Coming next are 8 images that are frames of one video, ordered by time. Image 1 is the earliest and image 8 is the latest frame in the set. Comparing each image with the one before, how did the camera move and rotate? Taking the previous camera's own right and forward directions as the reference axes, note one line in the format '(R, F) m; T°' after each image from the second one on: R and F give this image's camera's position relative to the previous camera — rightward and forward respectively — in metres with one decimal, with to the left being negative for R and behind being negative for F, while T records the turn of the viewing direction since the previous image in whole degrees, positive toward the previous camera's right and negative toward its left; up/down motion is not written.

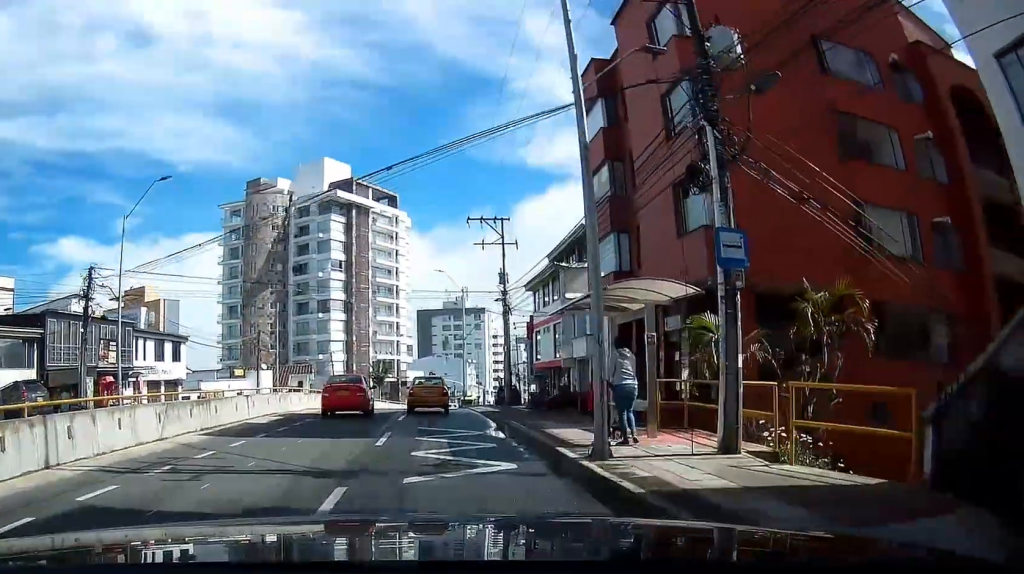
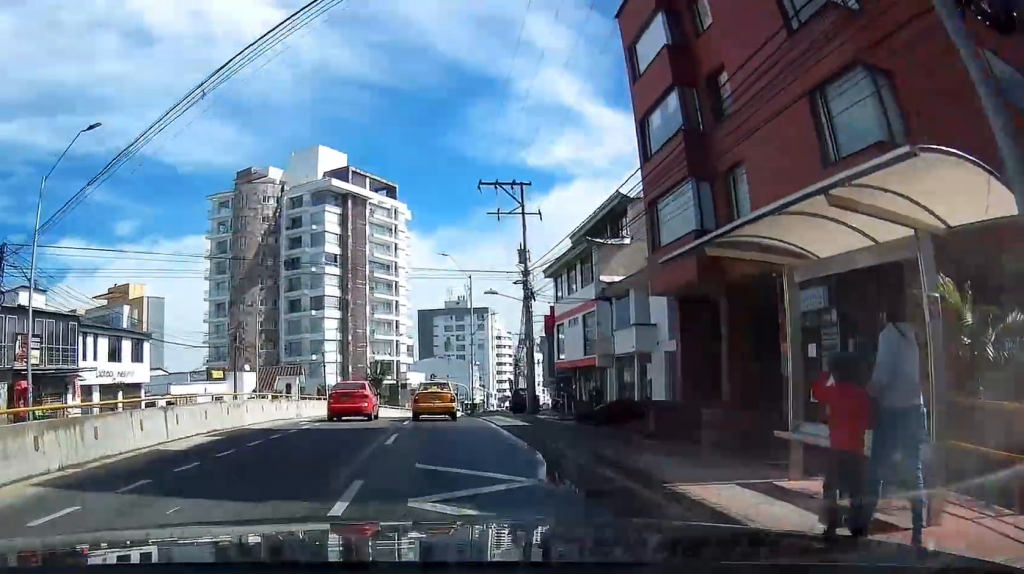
(-0.1, +6.7) m; -1°
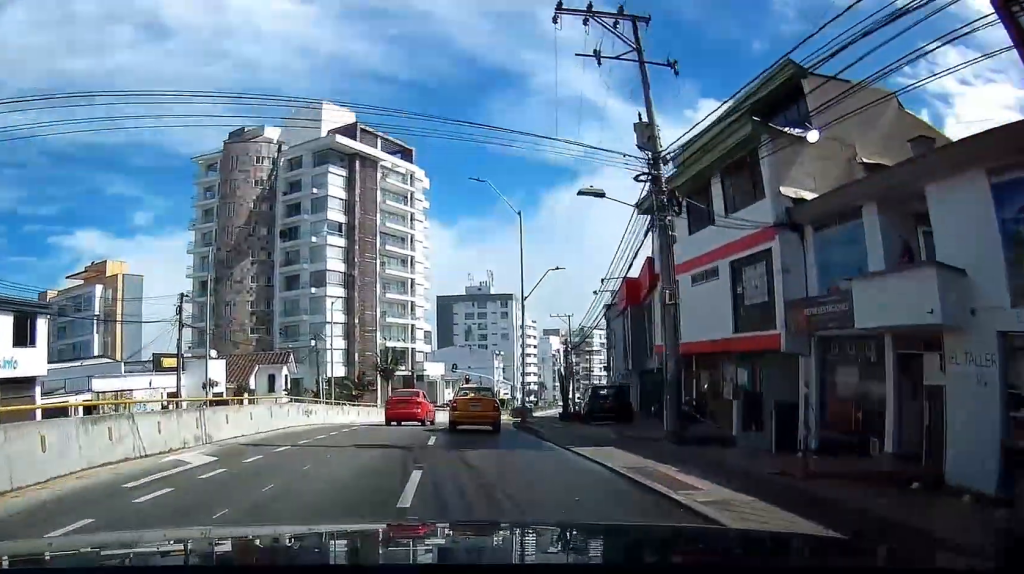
(-0.2, +14.3) m; +1°
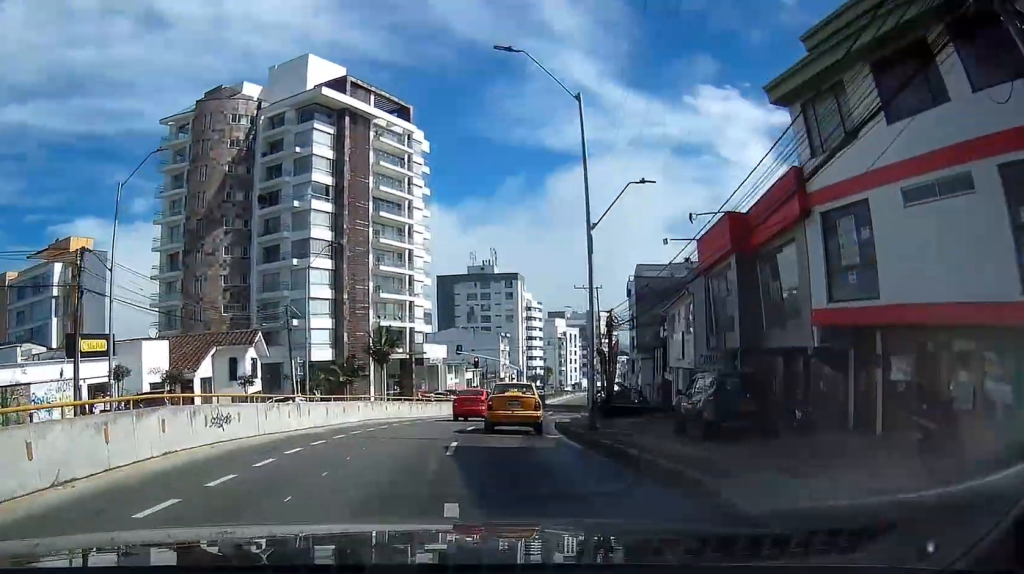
(+0.3, +11.1) m; +4°
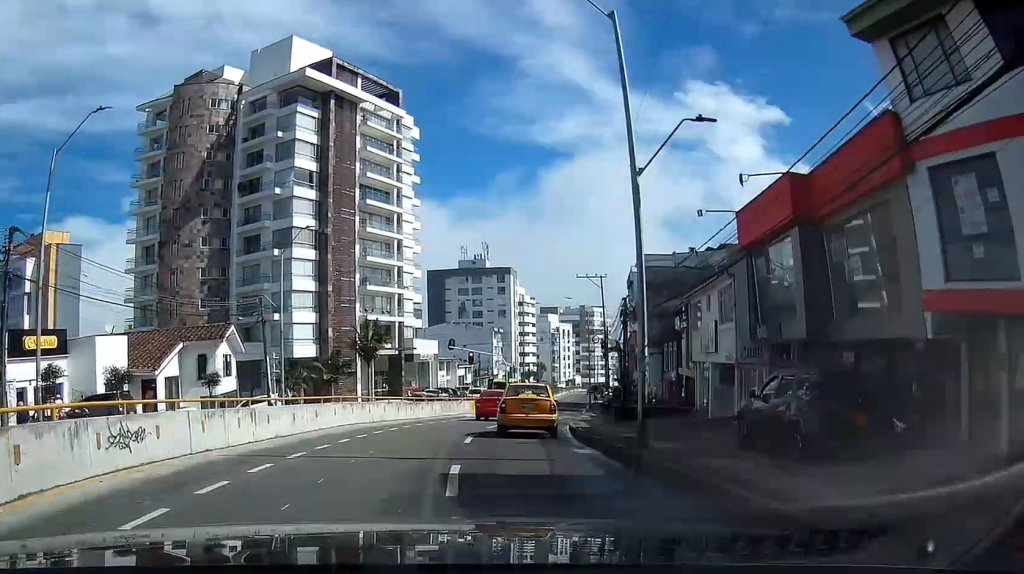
(+0.1, +4.5) m; +1°
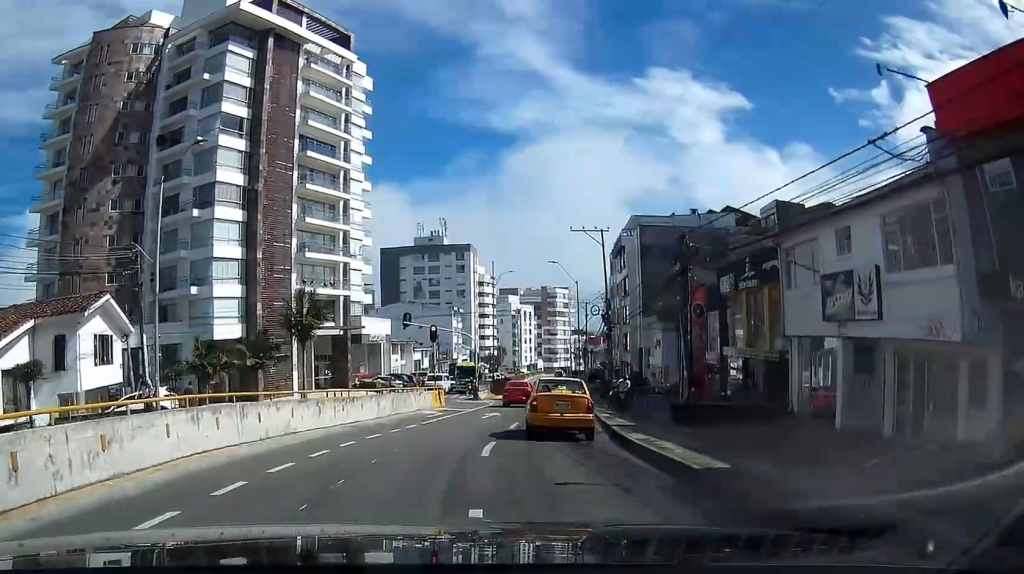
(+0.2, +12.2) m; +1°
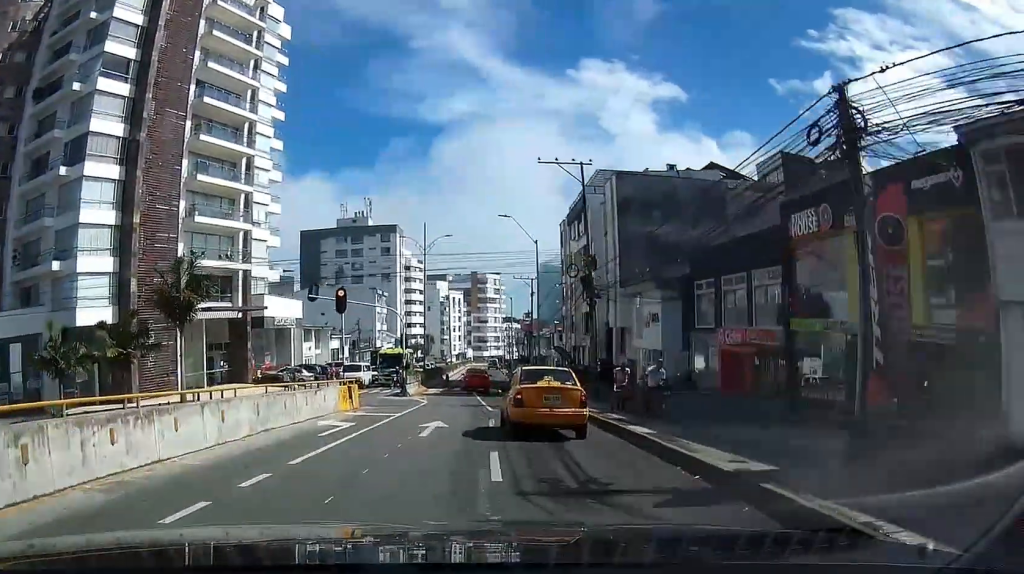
(+0.1, +11.5) m; +4°
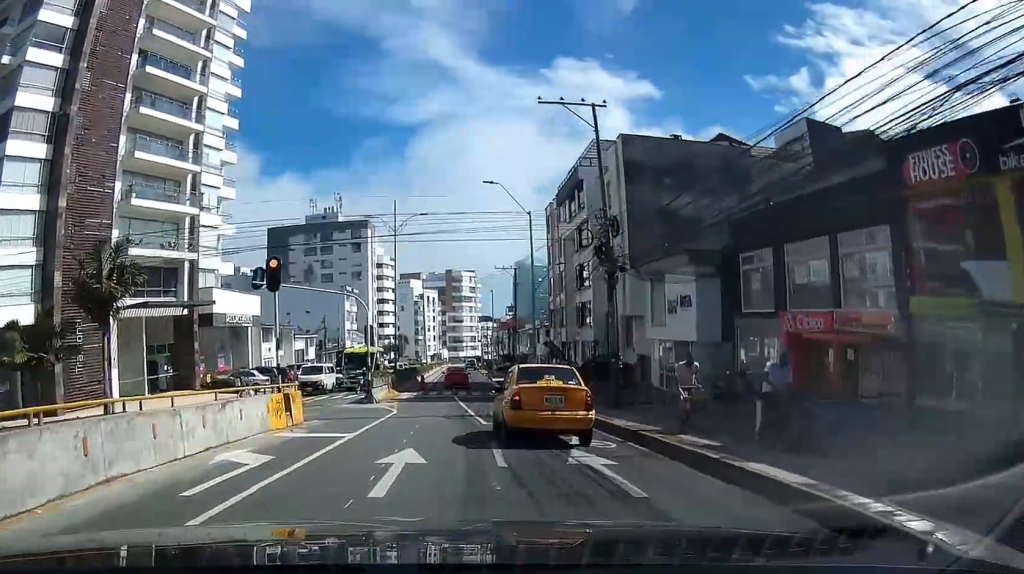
(+0.4, +6.7) m; +3°
